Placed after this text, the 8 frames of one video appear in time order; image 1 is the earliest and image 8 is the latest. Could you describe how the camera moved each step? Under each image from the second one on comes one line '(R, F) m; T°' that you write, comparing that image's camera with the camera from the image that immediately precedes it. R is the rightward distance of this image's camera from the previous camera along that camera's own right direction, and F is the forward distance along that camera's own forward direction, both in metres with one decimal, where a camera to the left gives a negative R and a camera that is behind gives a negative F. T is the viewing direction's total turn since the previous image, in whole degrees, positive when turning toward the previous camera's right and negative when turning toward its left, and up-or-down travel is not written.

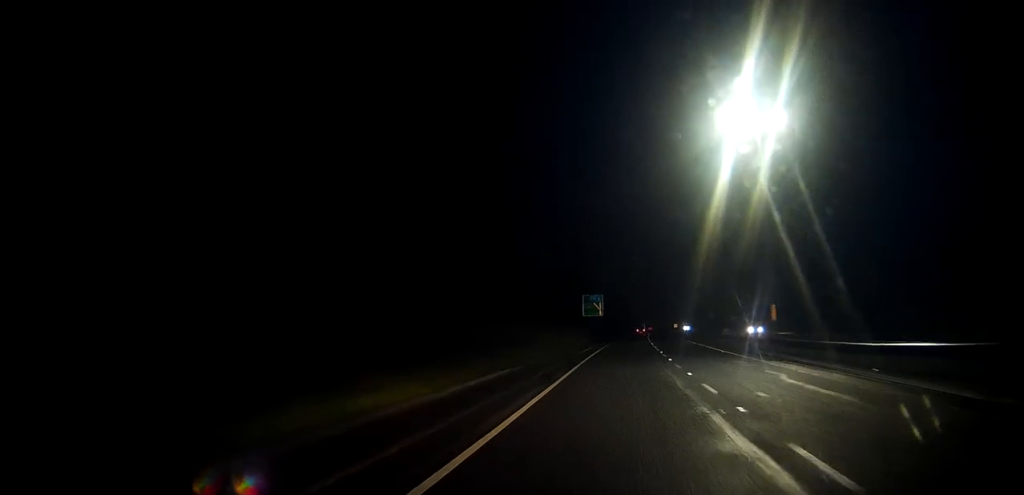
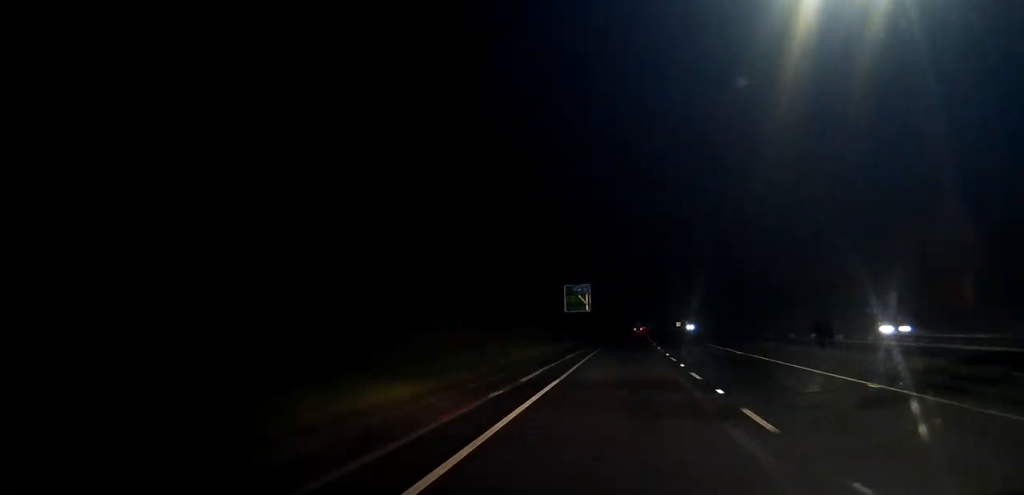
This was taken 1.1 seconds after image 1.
(+0.2, +23.4) m; +1°
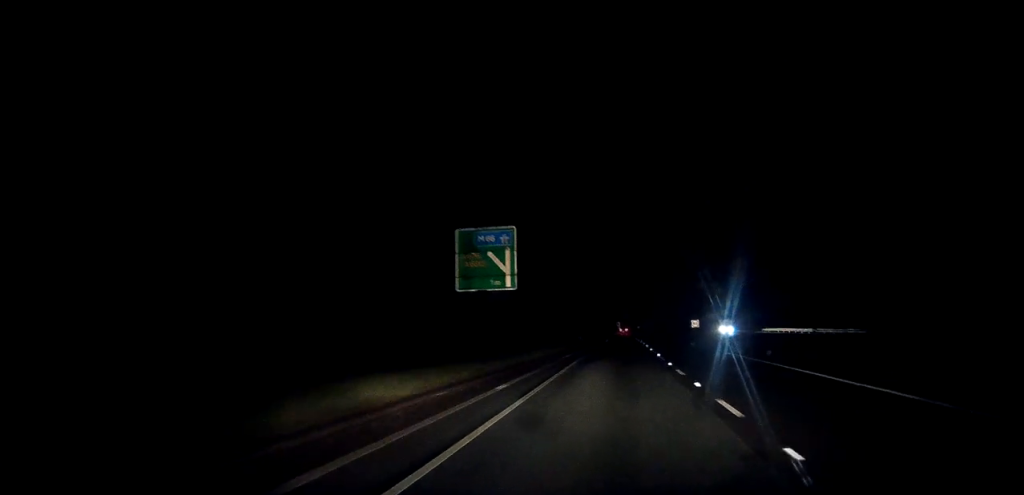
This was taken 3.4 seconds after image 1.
(+0.5, +51.3) m; +1°
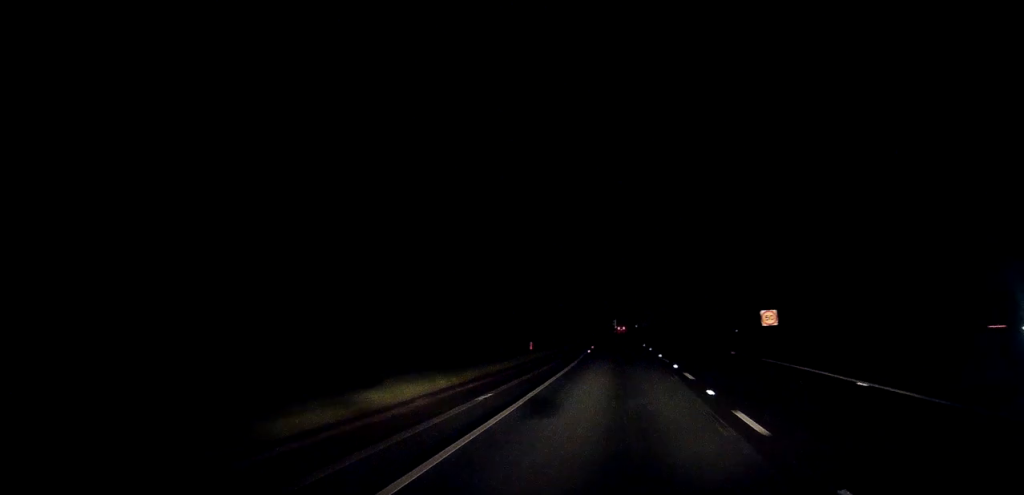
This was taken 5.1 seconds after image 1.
(+0.4, +36.6) m; +1°
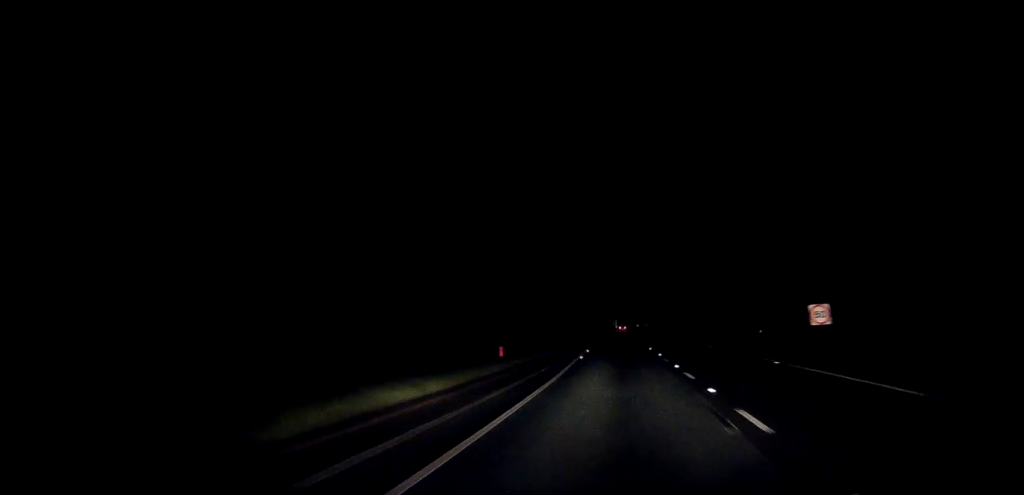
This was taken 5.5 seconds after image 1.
(0.0, +8.8) m; 0°
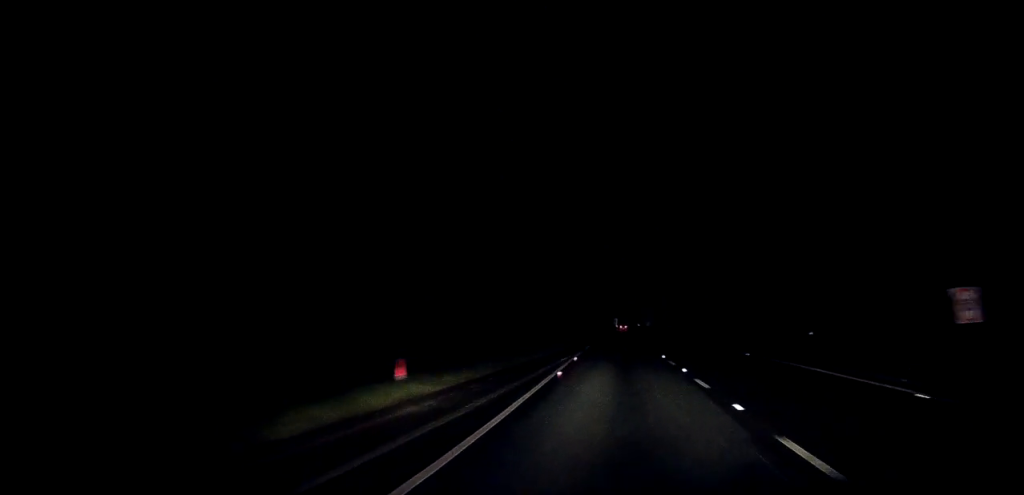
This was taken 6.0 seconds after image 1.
(-0.1, +11.8) m; 0°
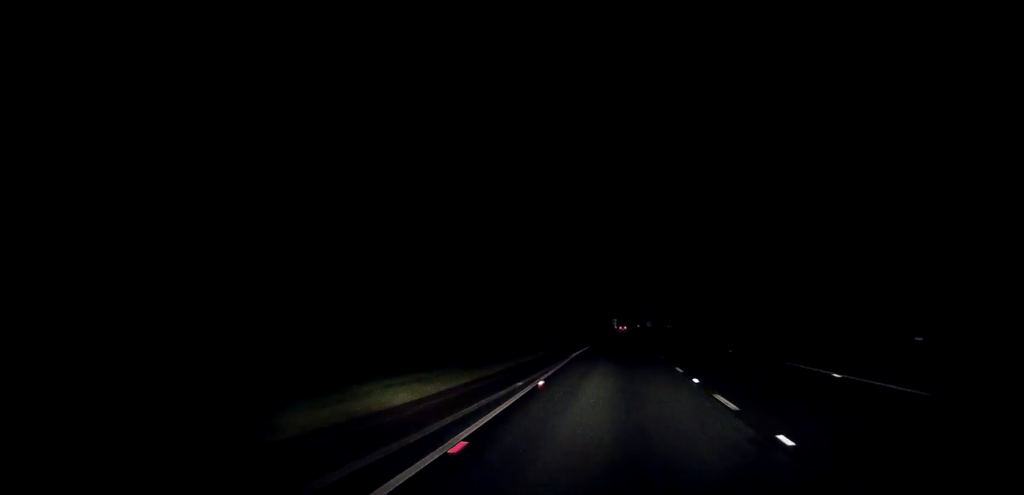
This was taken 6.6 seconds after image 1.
(+0.1, +12.5) m; 0°
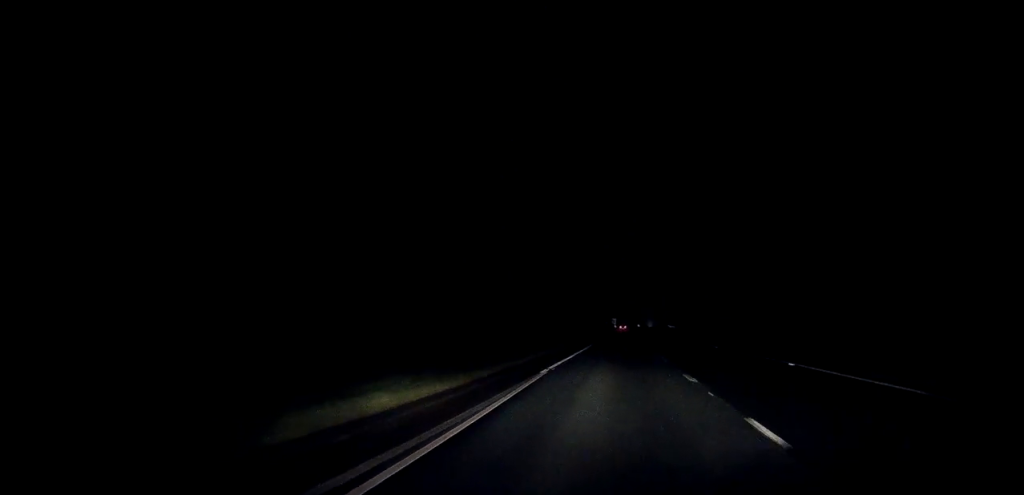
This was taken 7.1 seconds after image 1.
(+0.1, +12.5) m; 0°
